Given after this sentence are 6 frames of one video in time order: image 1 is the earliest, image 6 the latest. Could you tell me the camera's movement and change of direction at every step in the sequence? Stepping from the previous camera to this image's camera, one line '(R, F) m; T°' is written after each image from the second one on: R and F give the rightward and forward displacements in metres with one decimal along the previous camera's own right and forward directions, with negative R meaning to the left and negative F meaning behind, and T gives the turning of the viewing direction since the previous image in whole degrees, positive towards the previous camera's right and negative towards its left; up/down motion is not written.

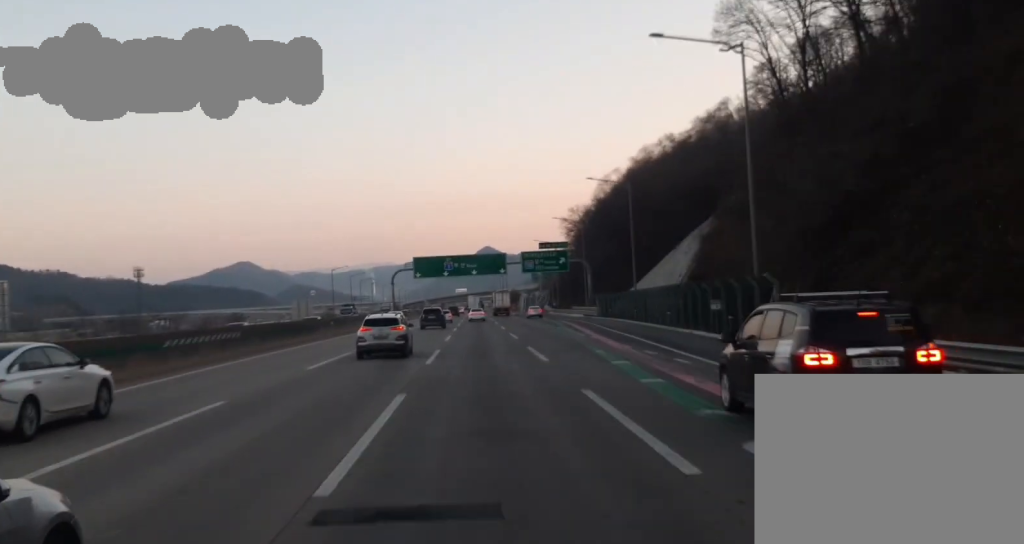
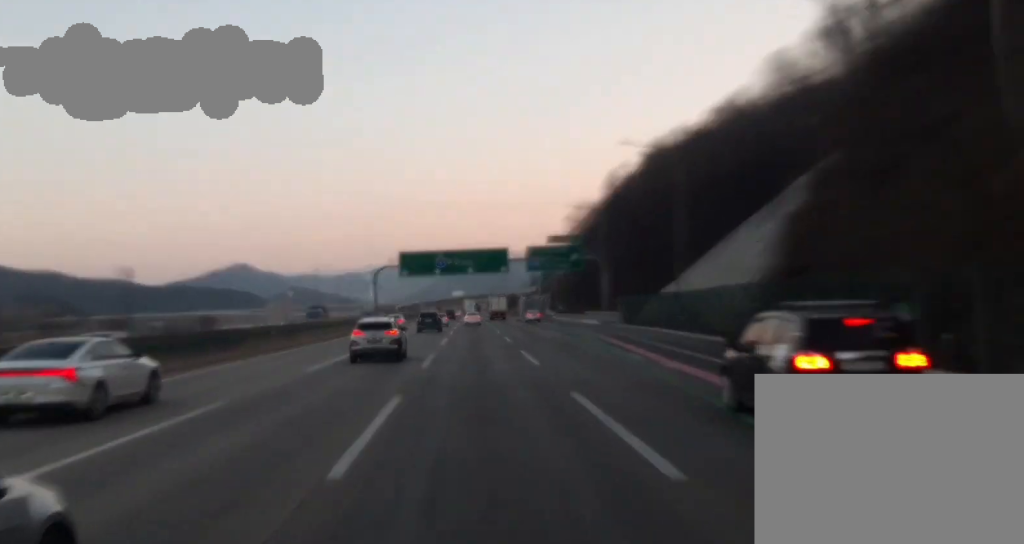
(0.0, +19.9) m; 0°
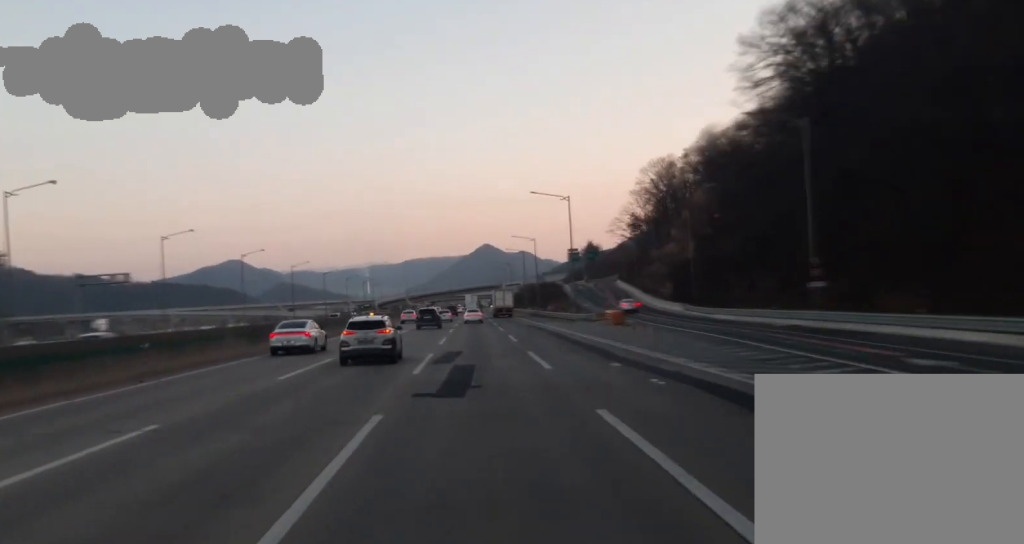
(-0.4, +162.7) m; -1°
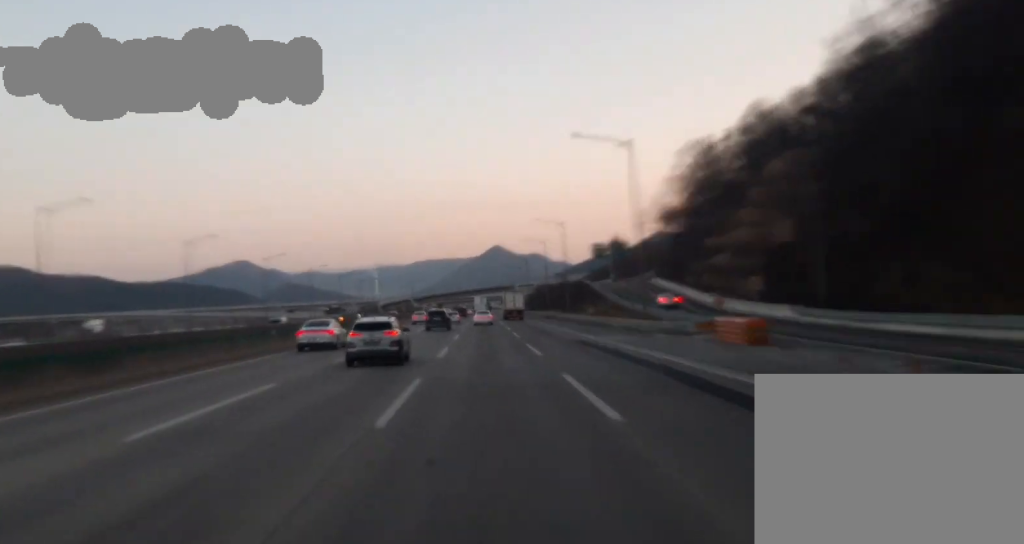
(0.0, +30.5) m; 0°
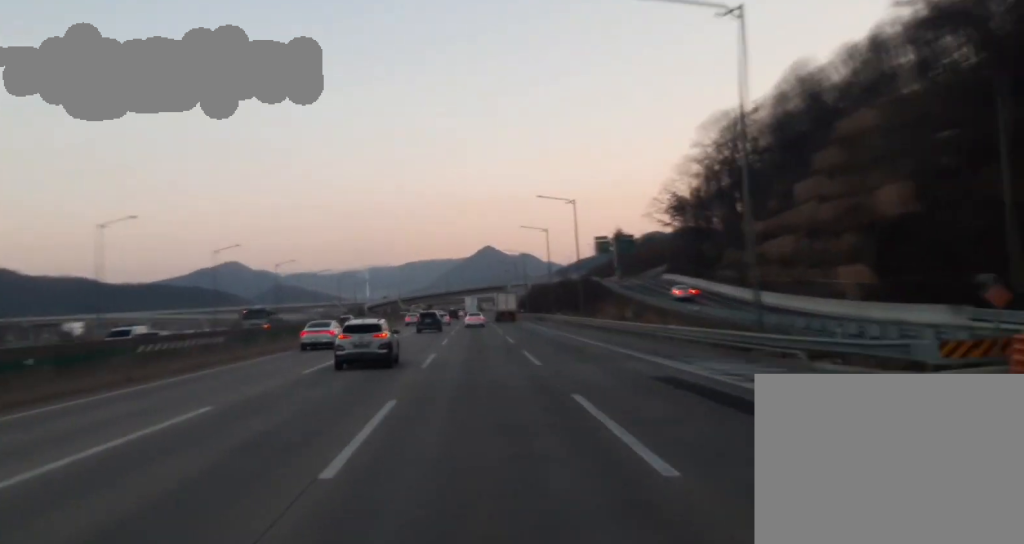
(0.0, +25.5) m; 0°
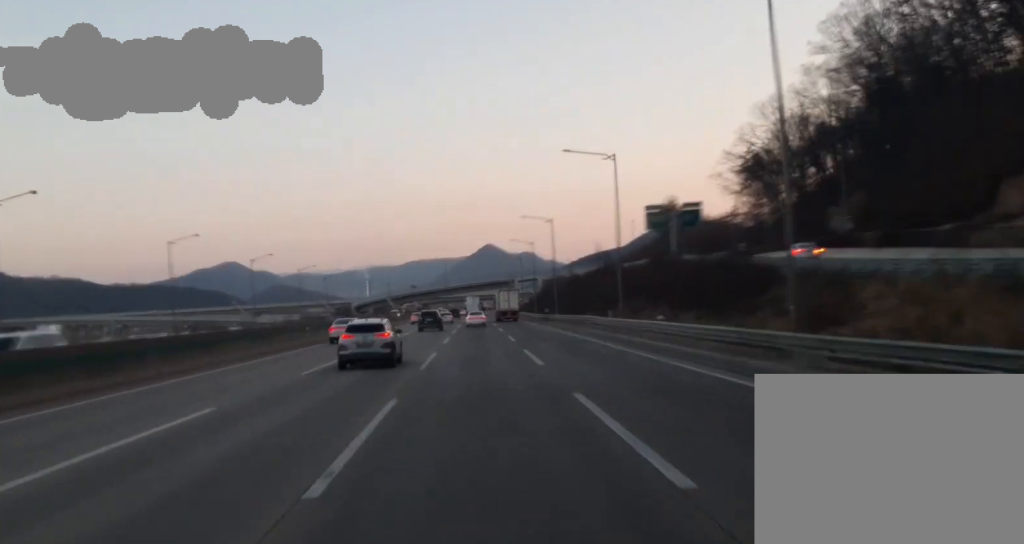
(0.0, +59.6) m; 0°
